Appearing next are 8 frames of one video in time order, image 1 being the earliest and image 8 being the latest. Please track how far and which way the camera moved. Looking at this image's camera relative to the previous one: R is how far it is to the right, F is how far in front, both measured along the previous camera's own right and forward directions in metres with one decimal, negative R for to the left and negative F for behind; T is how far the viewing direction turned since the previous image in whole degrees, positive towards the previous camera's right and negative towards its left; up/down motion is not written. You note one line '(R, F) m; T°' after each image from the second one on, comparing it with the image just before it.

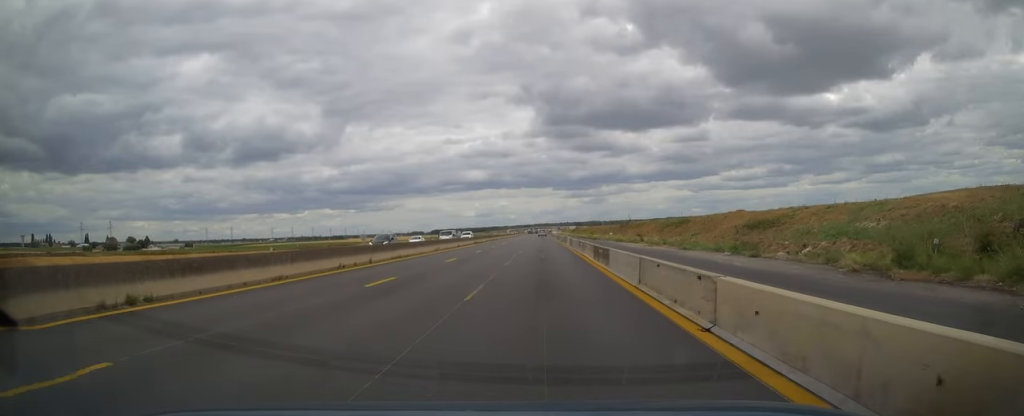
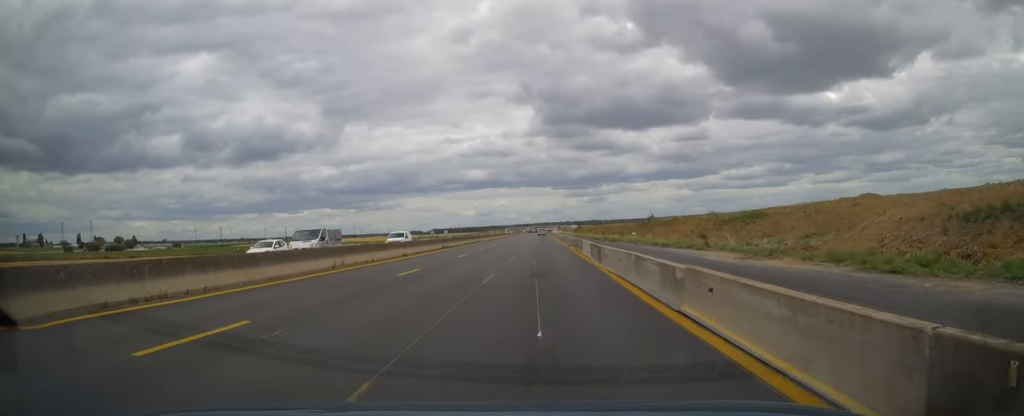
(+0.1, +22.5) m; 0°
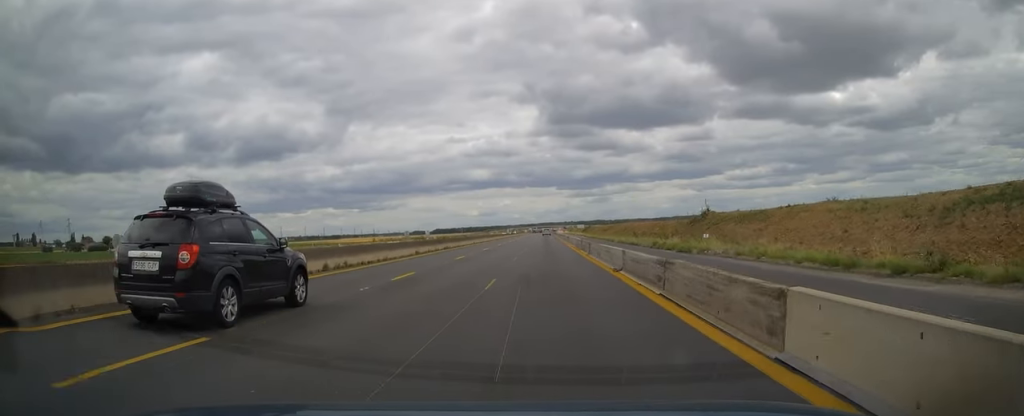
(-0.1, +27.5) m; 0°
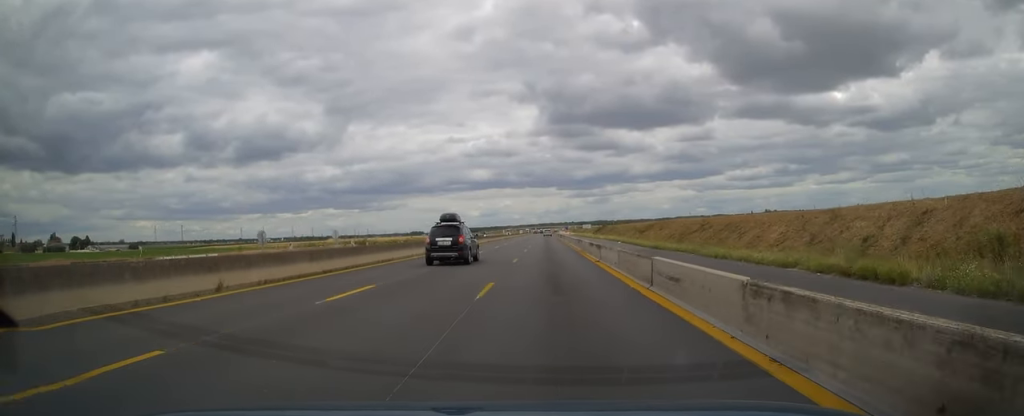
(-0.1, +52.8) m; 0°
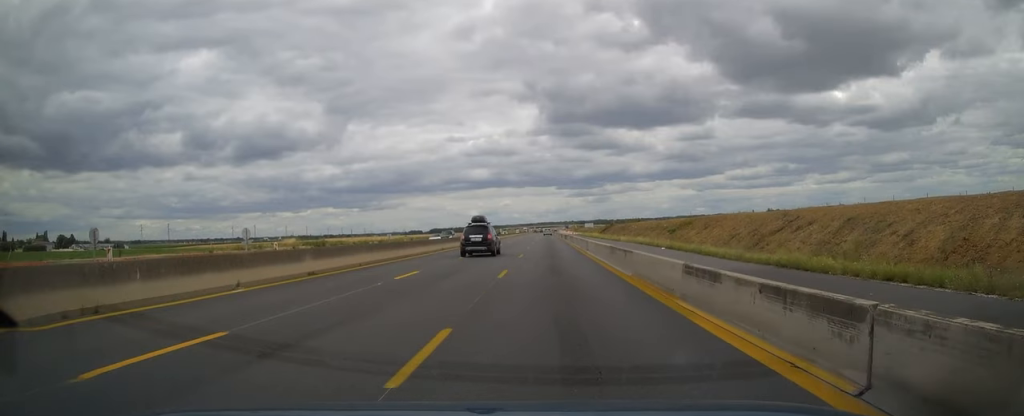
(0.0, +20.7) m; 0°
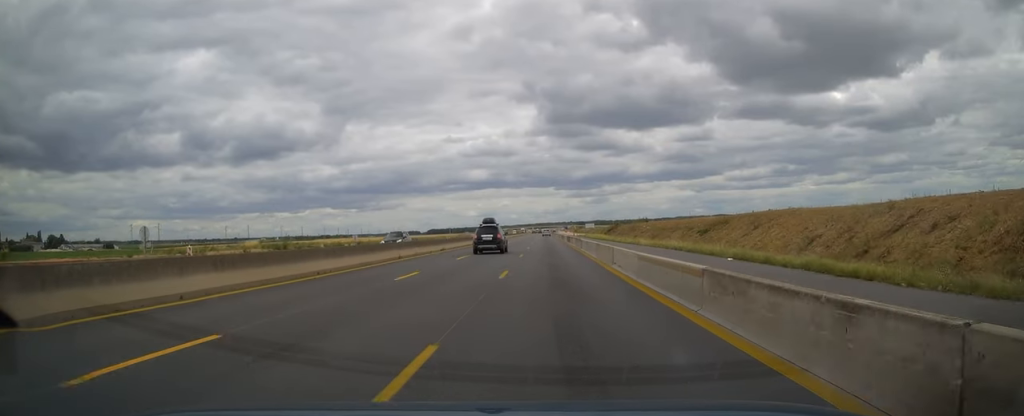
(0.0, +13.1) m; 0°
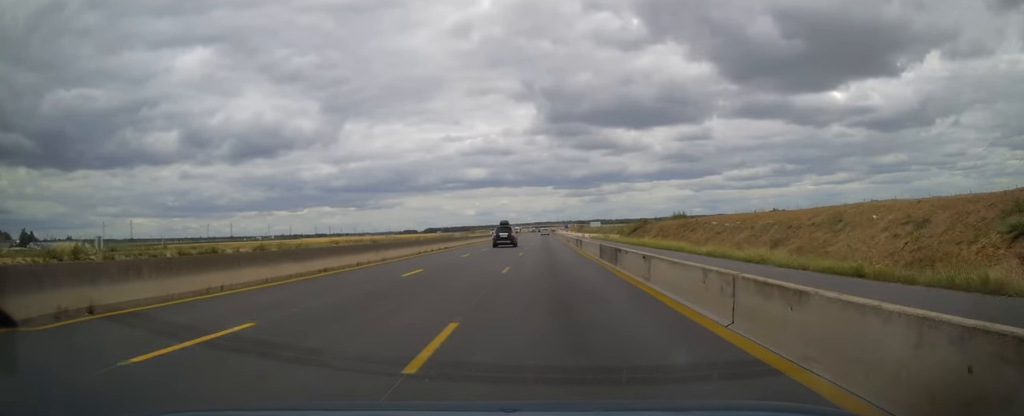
(+0.1, +37.5) m; 0°
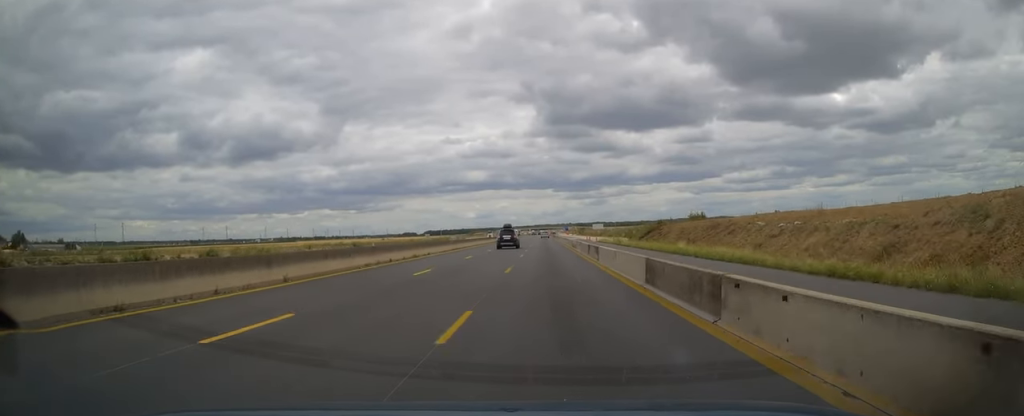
(0.0, +11.4) m; 0°
